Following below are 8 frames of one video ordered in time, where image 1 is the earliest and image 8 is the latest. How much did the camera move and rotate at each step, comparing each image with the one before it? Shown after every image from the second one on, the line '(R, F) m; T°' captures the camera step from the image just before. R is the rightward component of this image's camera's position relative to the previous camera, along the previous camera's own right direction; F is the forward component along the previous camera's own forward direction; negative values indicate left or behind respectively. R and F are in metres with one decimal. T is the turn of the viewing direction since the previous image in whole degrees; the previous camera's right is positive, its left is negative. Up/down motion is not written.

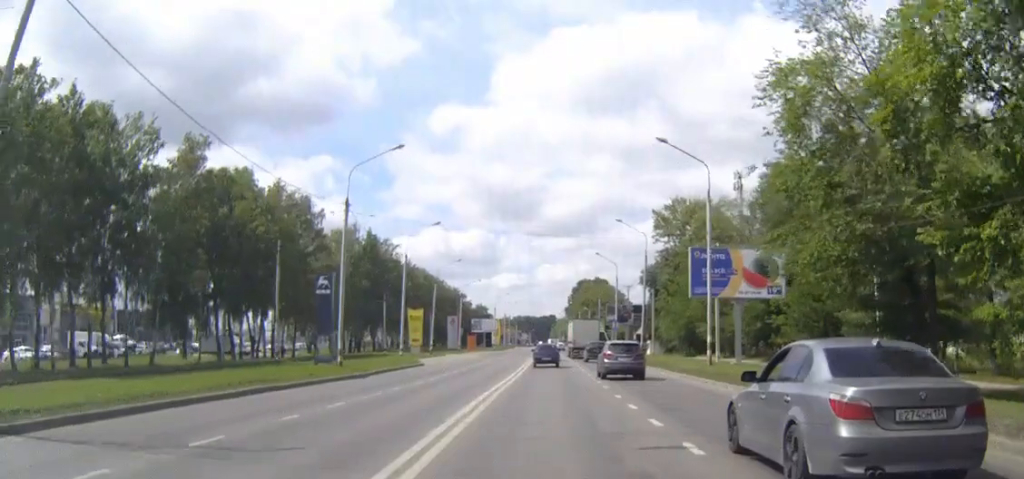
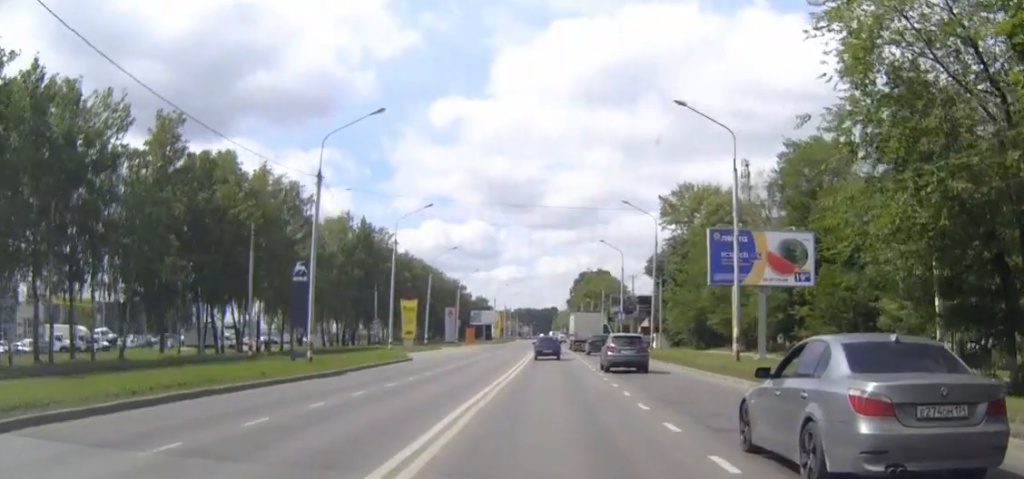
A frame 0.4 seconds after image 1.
(0.0, +5.8) m; 0°
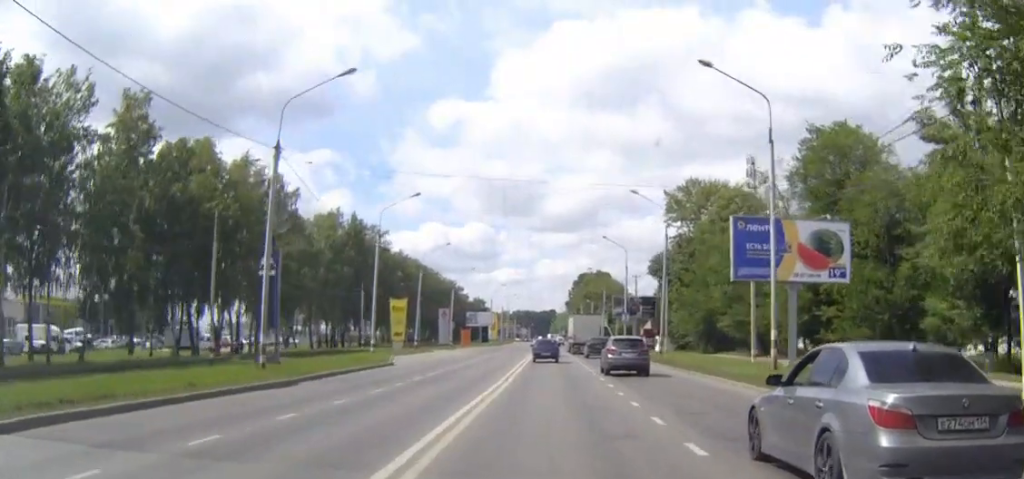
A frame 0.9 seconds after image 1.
(0.0, +6.2) m; 0°
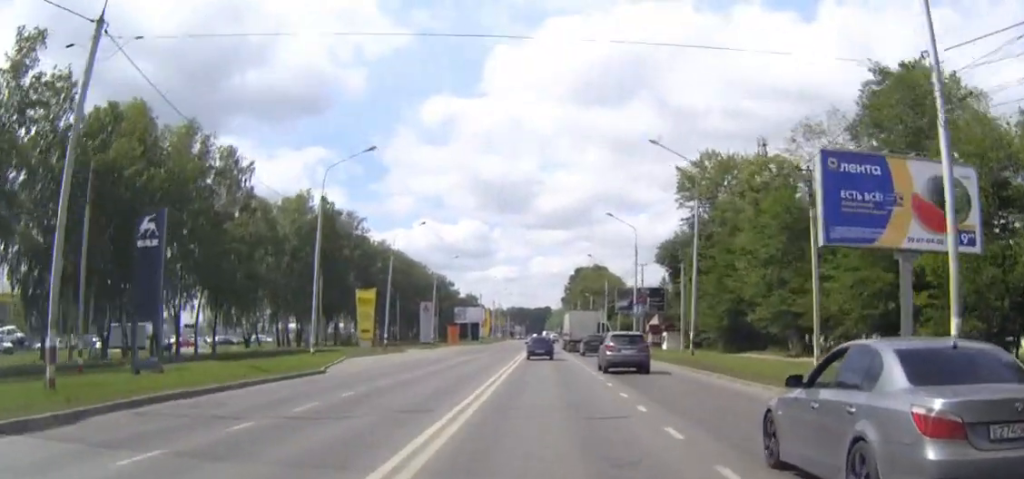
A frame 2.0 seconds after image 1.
(0.0, +14.2) m; 0°
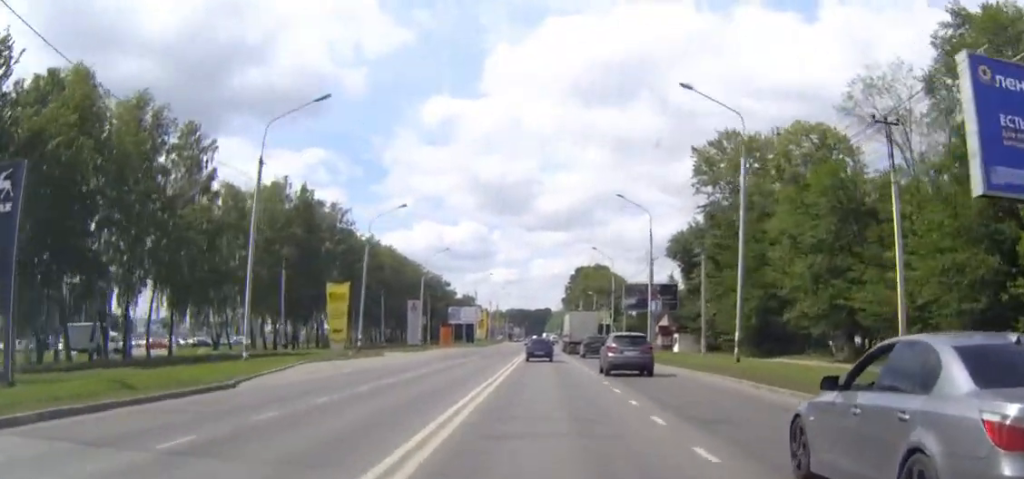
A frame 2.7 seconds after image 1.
(0.0, +10.3) m; 0°
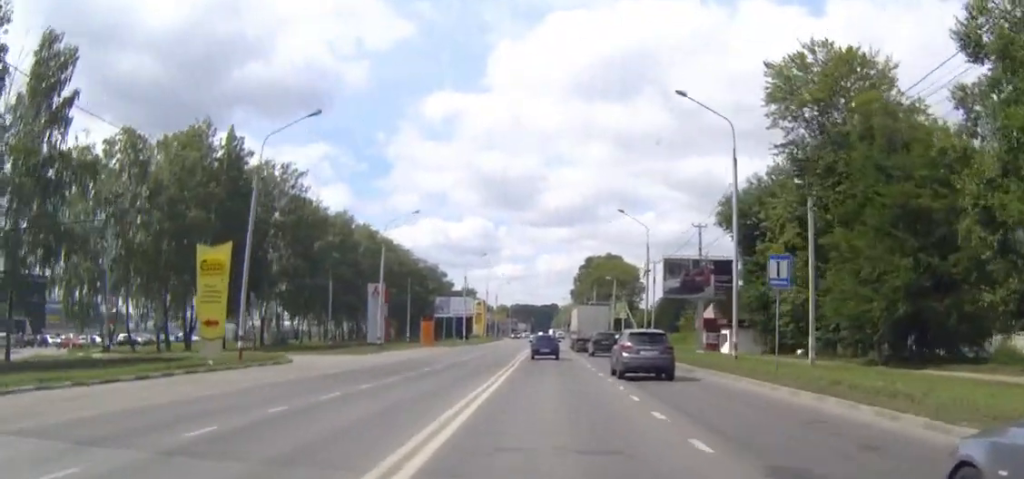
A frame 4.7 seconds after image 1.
(+0.2, +26.8) m; 0°
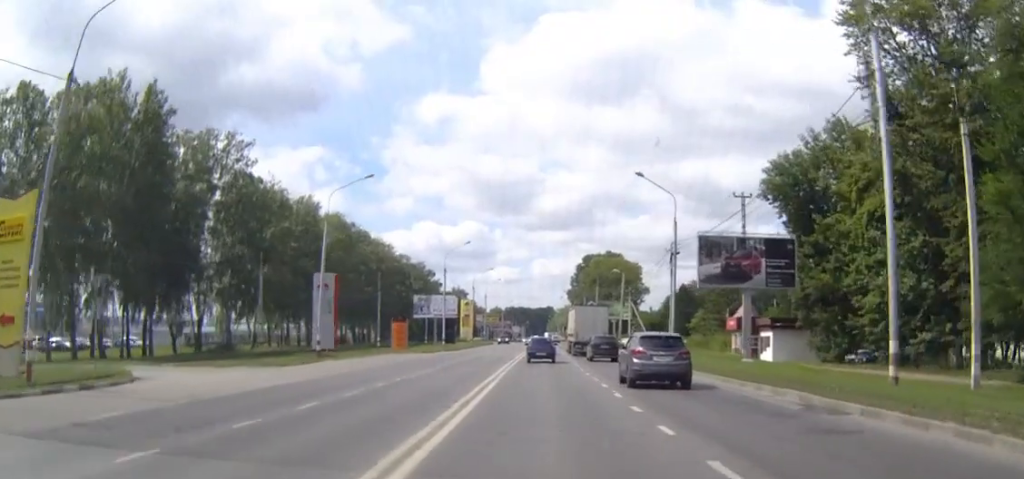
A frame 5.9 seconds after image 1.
(-0.1, +17.8) m; -1°
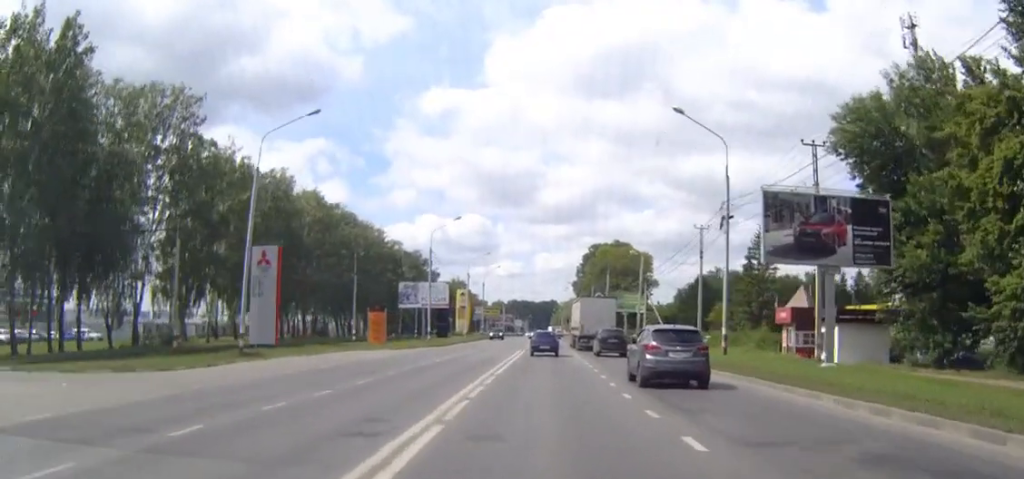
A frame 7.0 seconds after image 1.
(-0.1, +14.4) m; 0°
